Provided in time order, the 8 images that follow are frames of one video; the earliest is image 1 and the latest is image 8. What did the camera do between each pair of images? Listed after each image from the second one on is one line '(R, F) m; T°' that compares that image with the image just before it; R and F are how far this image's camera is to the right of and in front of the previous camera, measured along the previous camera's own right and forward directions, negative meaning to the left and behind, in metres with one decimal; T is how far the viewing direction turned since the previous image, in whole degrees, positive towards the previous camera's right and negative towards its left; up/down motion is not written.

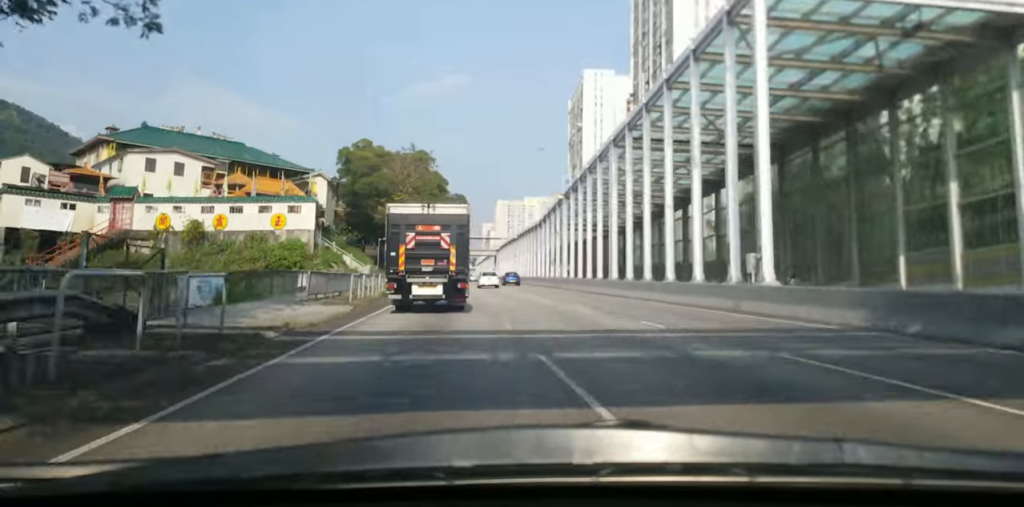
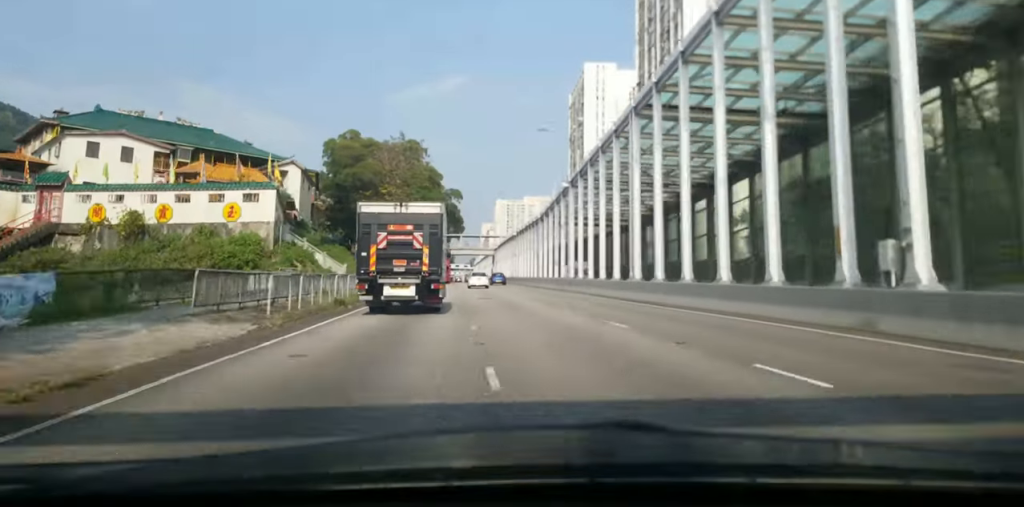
(-0.2, +8.5) m; +1°
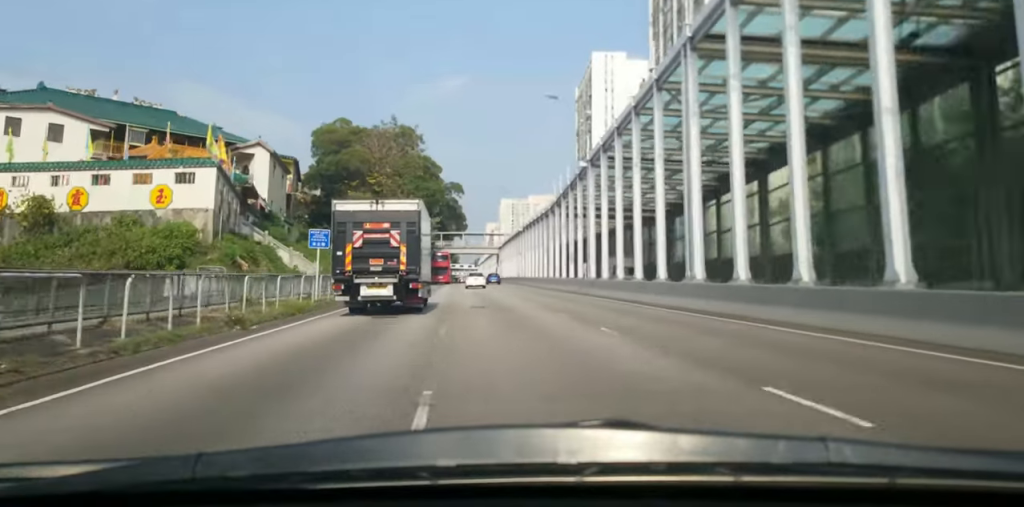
(+0.3, +11.4) m; -1°
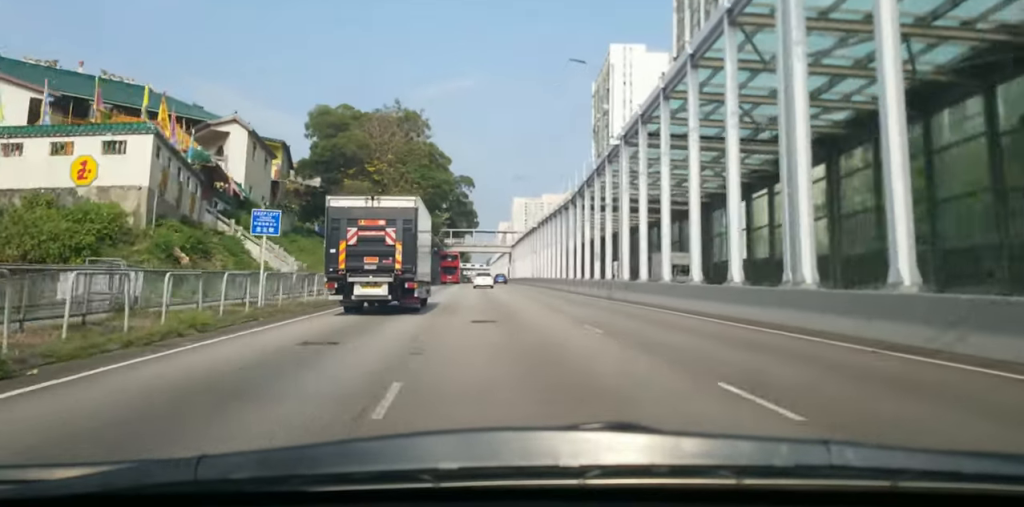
(+0.3, +8.8) m; -1°
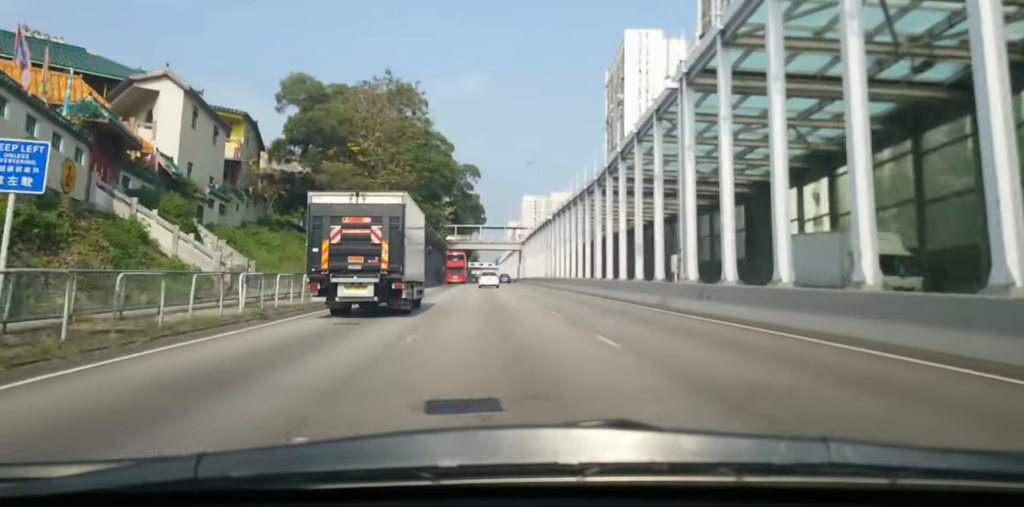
(-0.6, +11.9) m; -2°
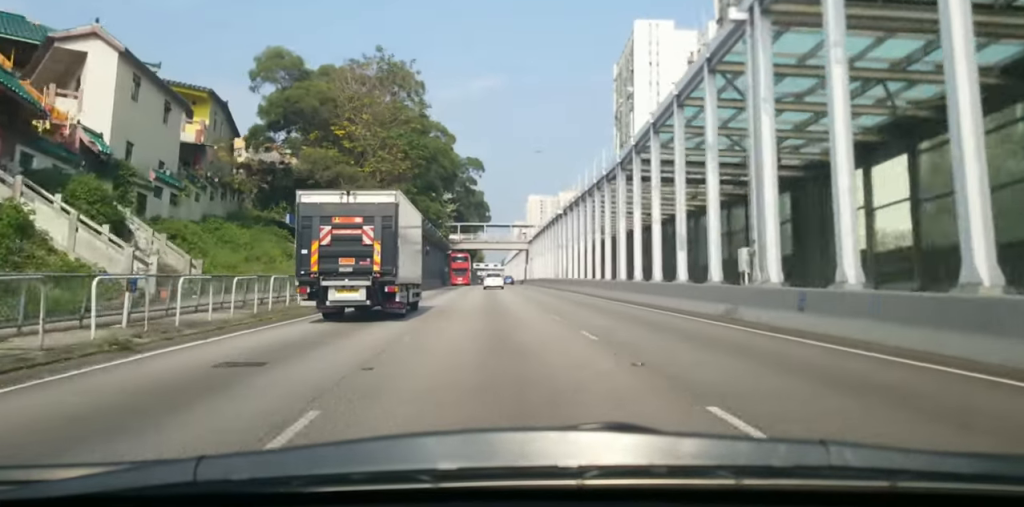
(-0.1, +8.5) m; -1°
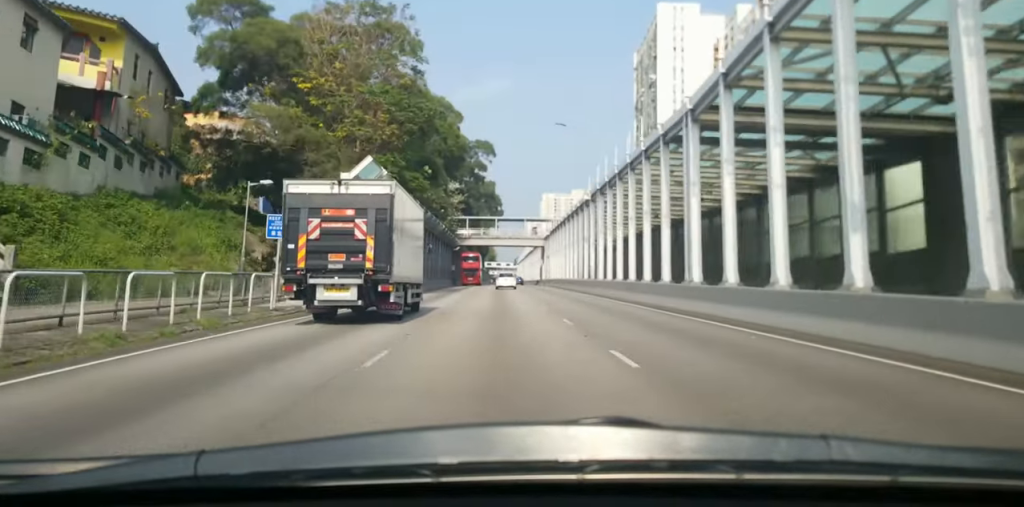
(0.0, +12.1) m; 0°
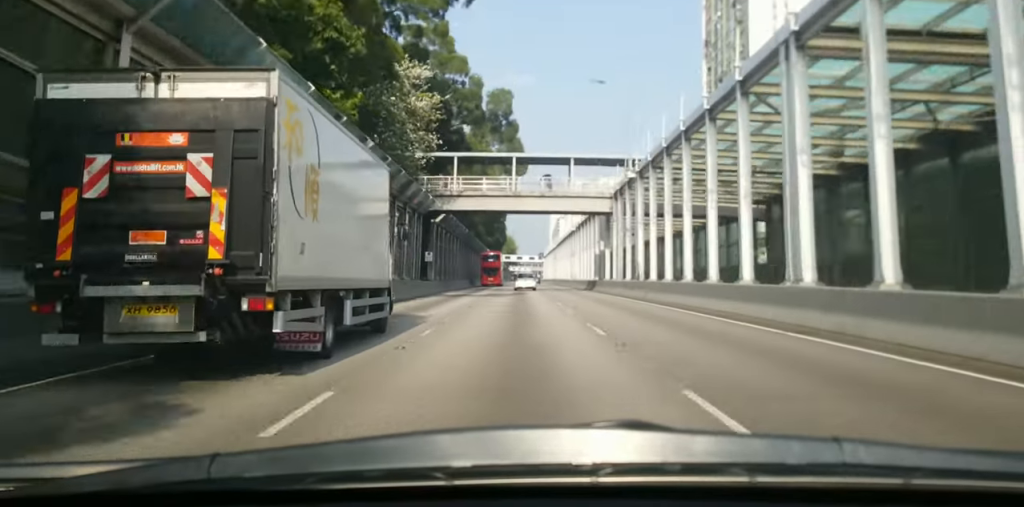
(-2.7, +59.1) m; -4°
